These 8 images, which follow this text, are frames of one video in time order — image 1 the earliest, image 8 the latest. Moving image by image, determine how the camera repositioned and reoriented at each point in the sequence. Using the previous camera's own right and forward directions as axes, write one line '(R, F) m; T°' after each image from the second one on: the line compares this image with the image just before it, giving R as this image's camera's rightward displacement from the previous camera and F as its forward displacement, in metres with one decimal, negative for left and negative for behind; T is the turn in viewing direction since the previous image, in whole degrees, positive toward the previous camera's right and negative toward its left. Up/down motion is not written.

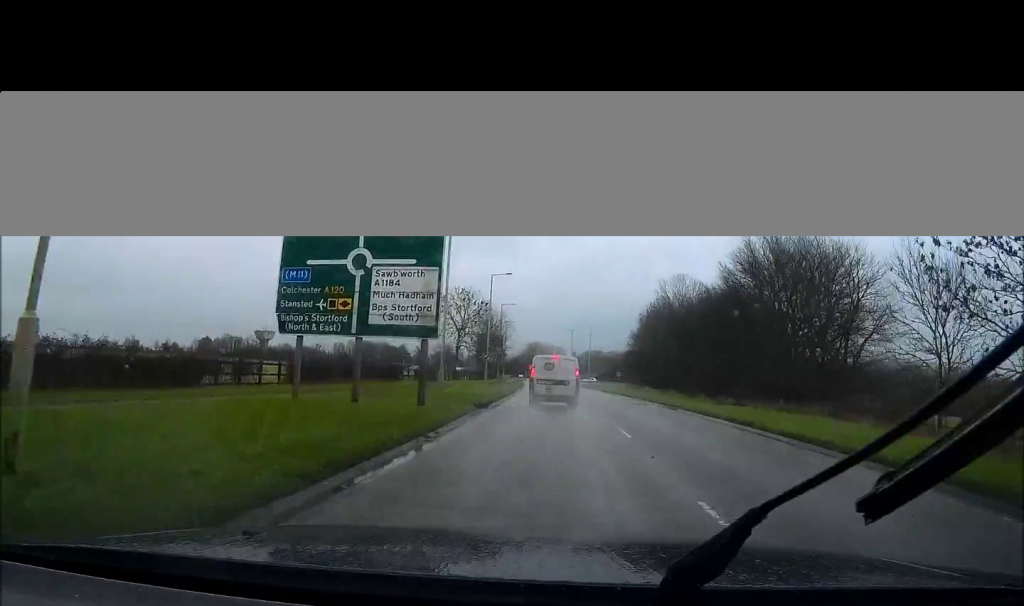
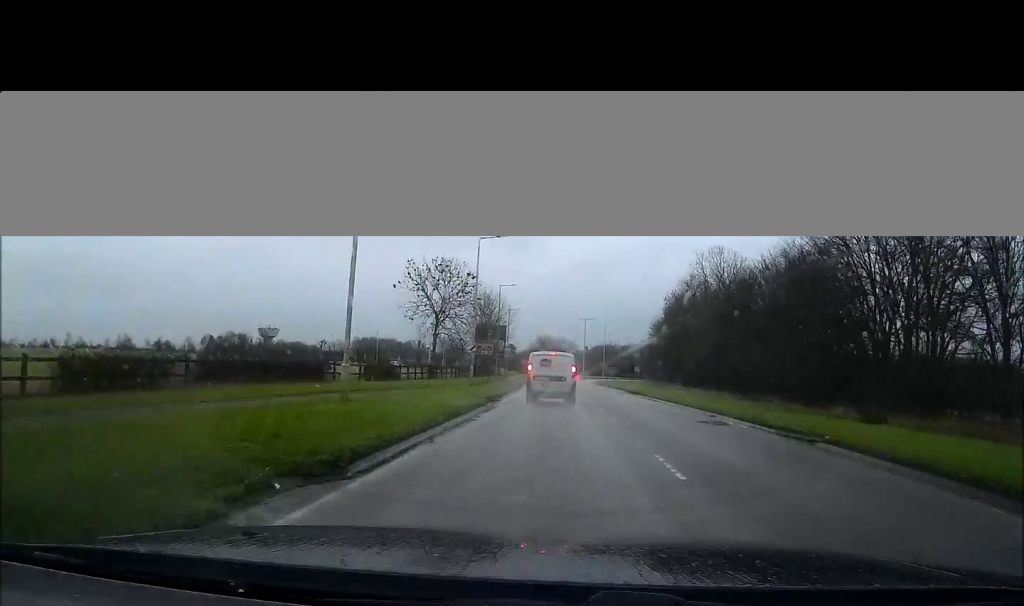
(-0.1, +16.7) m; -1°
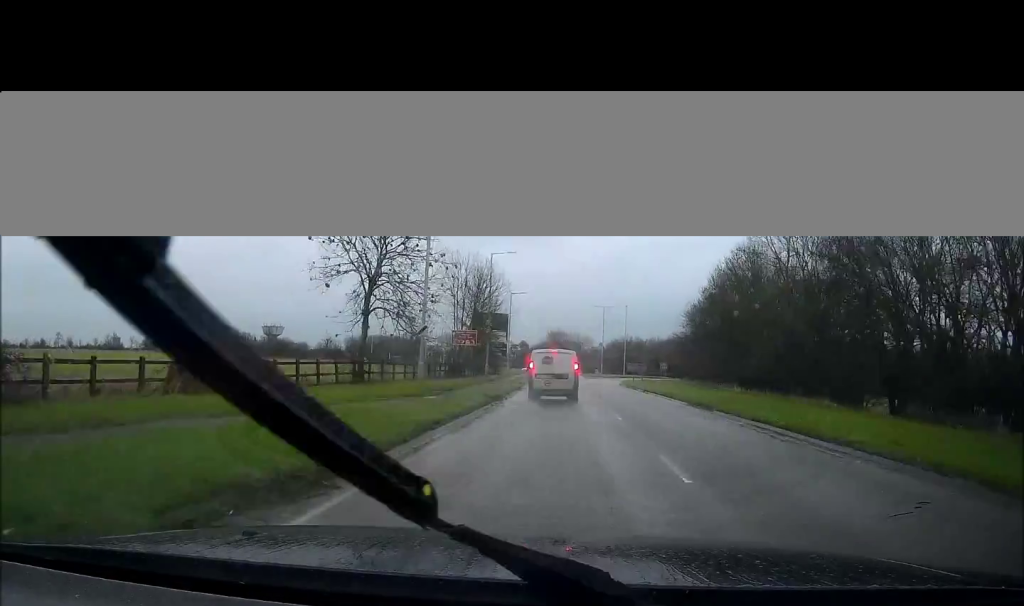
(-0.1, +20.5) m; -1°
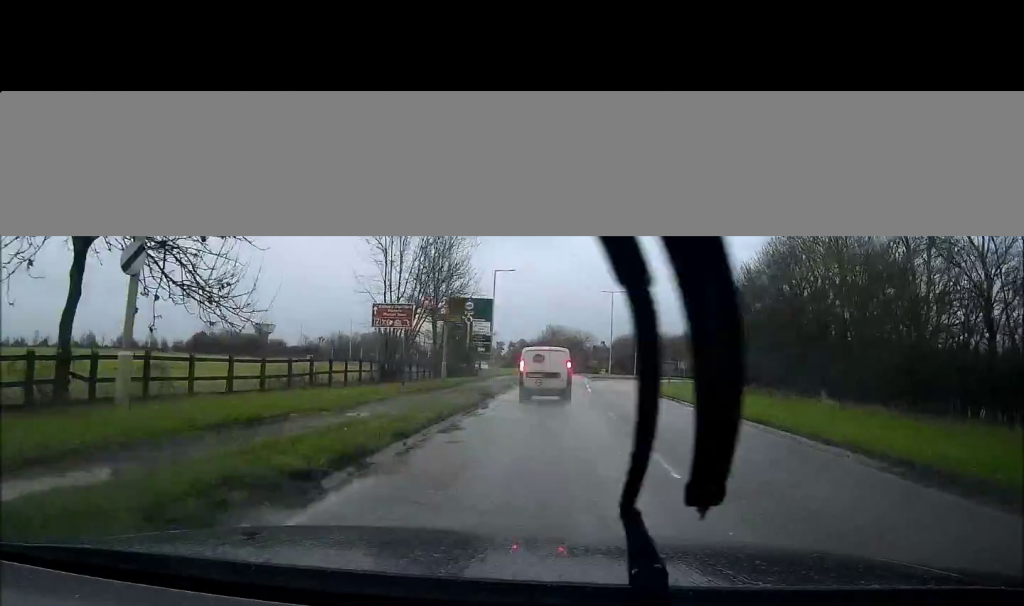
(-0.2, +19.4) m; 0°
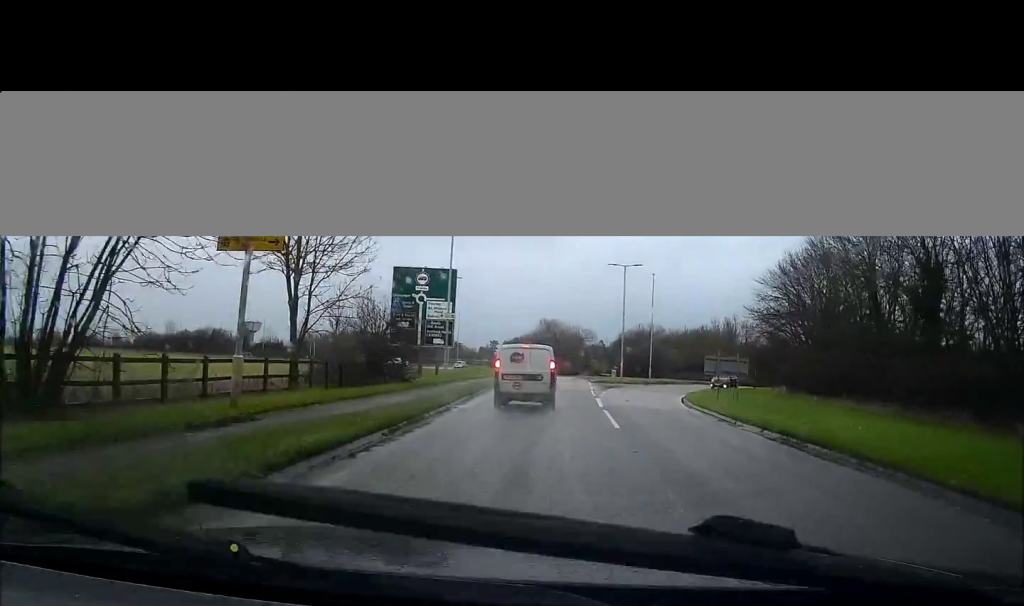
(+0.4, +23.3) m; +1°
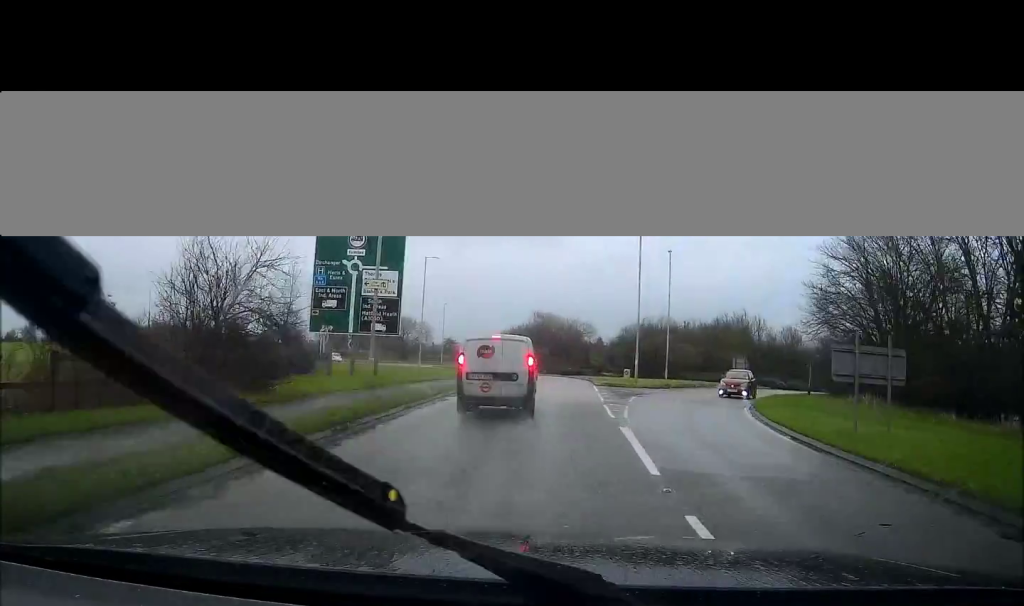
(+0.1, +15.5) m; +1°
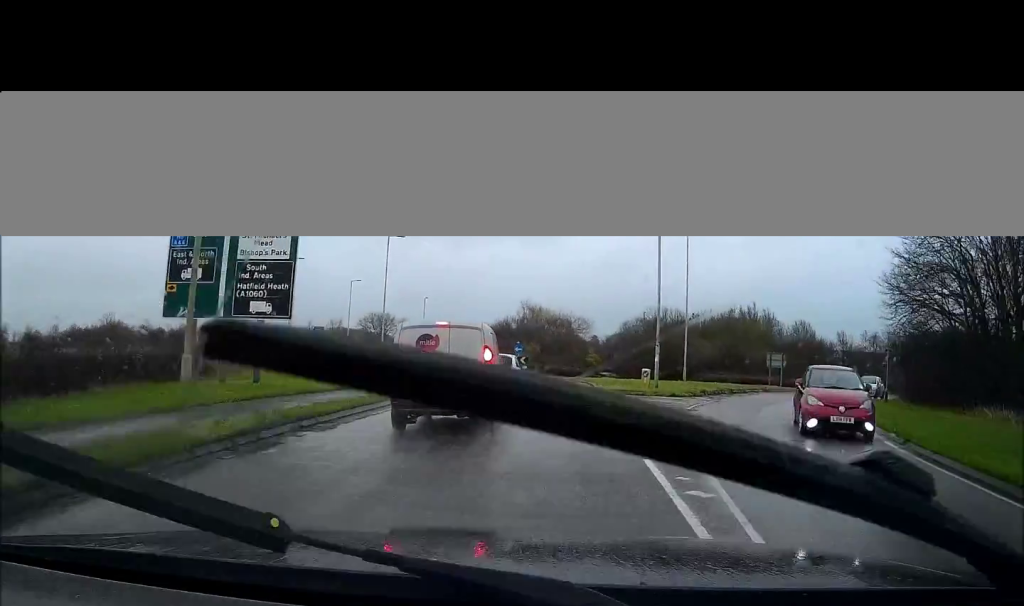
(+0.1, +13.0) m; 0°
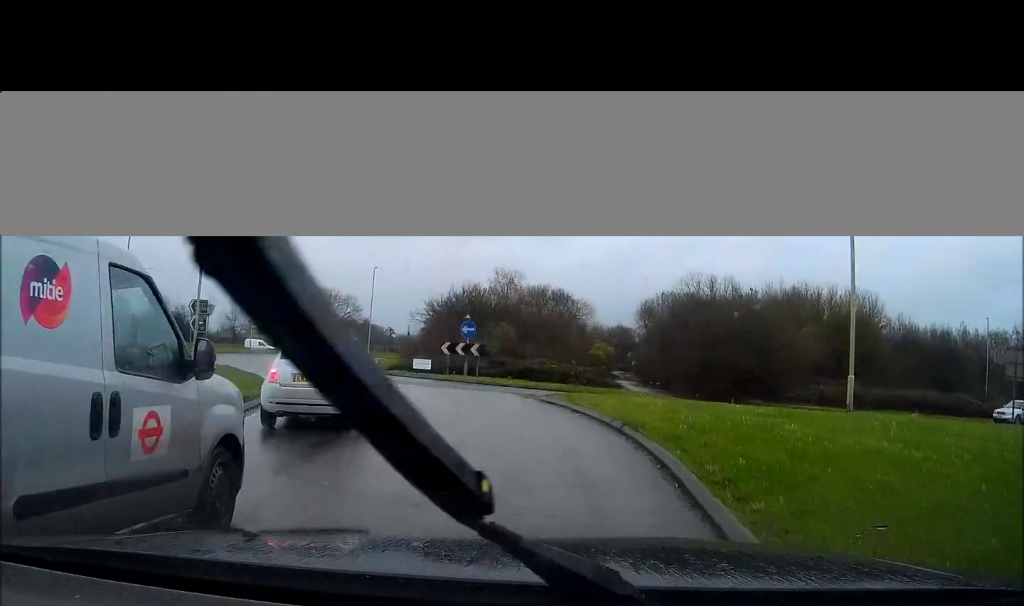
(-0.1, +30.9) m; -2°
